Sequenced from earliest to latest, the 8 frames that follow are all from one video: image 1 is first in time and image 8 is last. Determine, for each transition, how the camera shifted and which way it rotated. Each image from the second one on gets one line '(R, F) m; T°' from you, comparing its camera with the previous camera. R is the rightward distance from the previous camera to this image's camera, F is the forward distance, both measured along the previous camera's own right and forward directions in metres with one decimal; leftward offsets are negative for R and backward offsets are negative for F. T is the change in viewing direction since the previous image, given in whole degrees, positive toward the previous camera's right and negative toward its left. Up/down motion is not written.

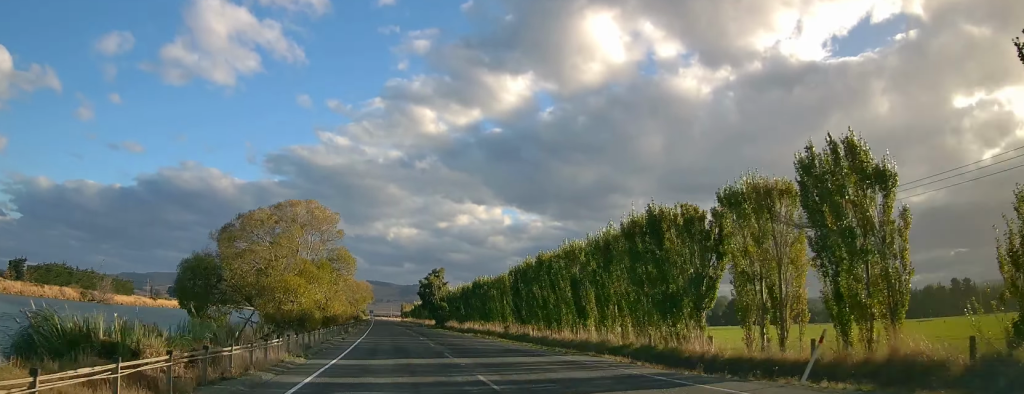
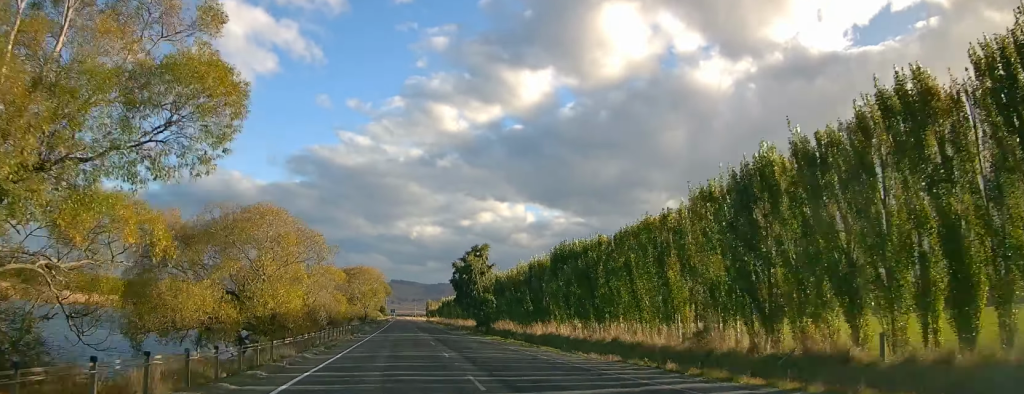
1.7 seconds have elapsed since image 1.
(-1.6, +40.0) m; -2°
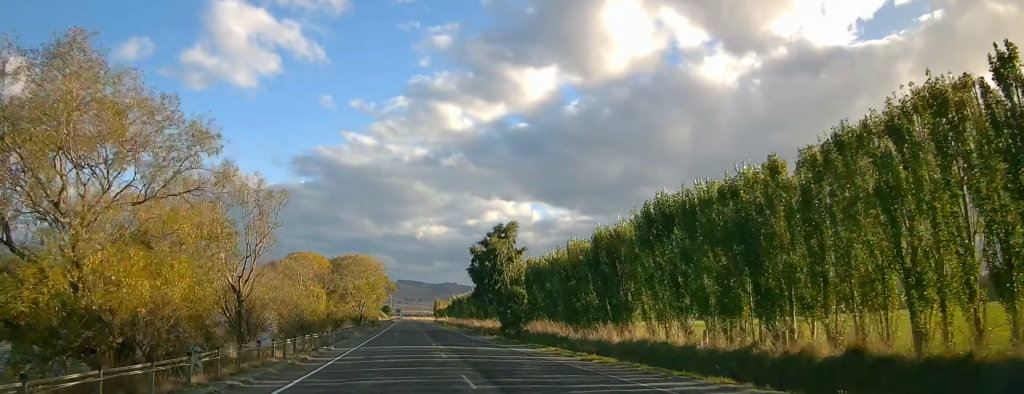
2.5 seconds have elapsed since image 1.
(0.0, +19.8) m; 0°
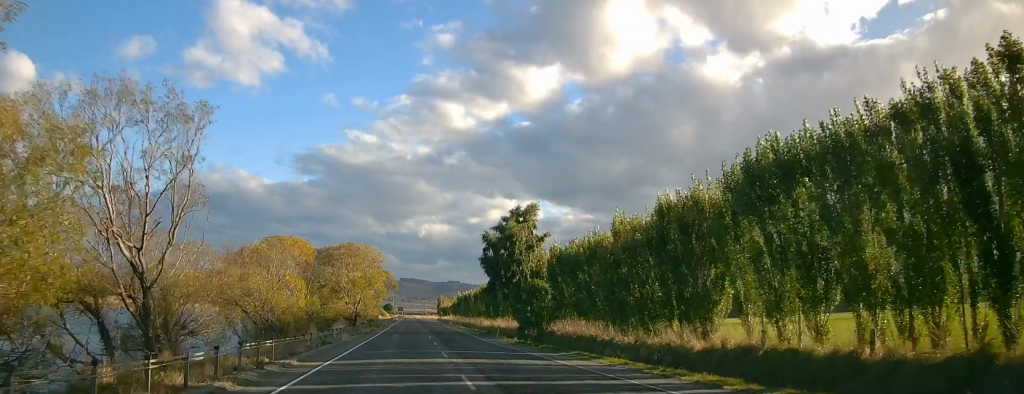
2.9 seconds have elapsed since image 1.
(-0.1, +10.3) m; 0°
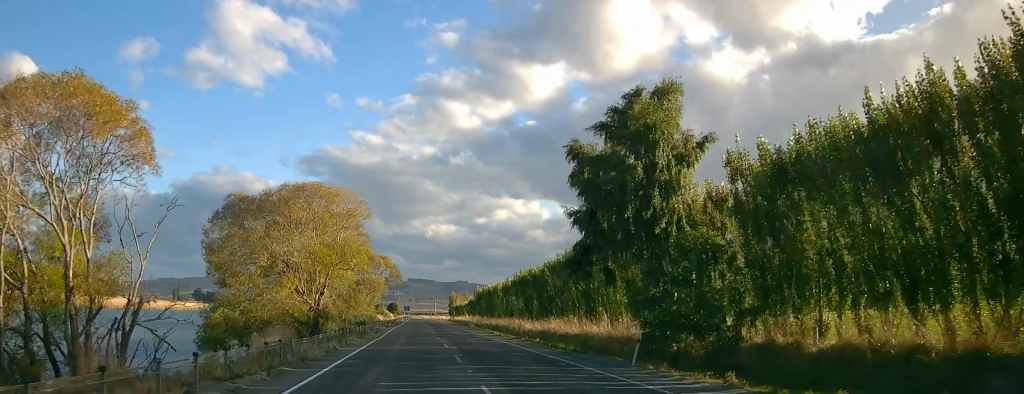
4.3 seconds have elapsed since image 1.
(0.0, +32.1) m; 0°
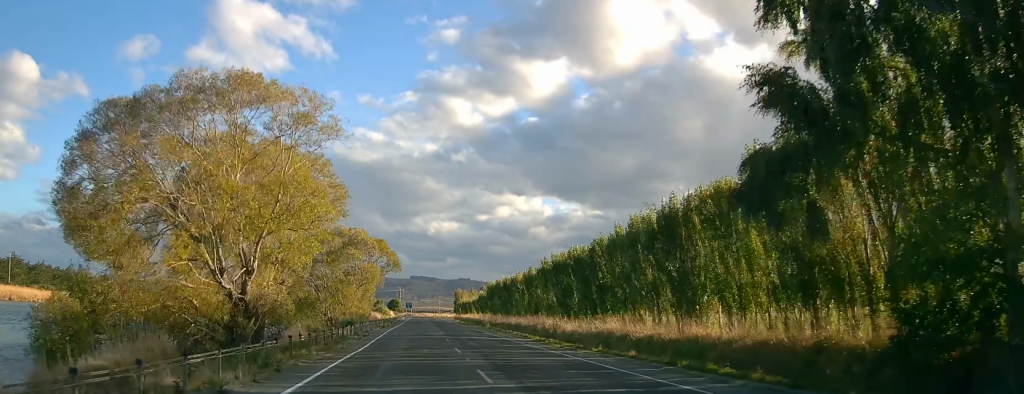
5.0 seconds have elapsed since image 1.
(+0.3, +17.1) m; -2°
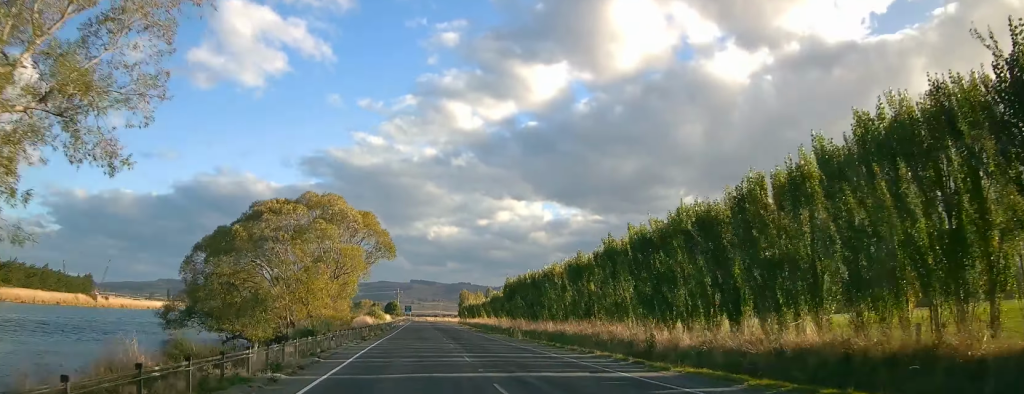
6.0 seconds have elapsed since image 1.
(-1.2, +22.3) m; 0°
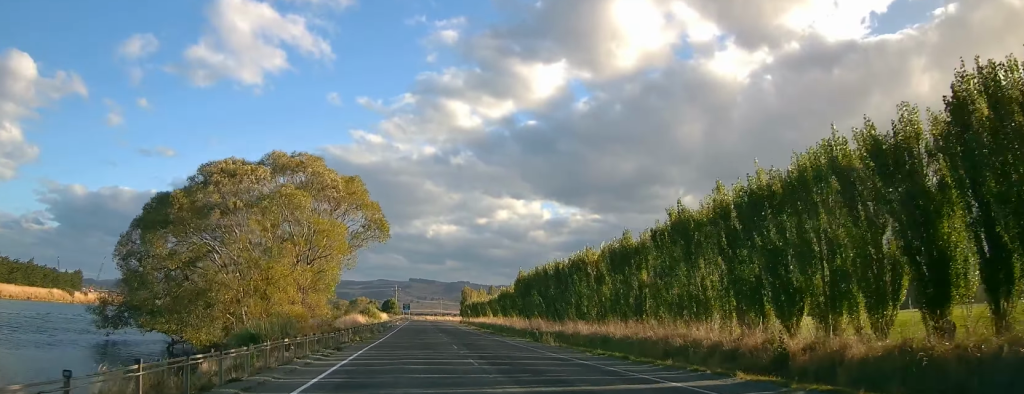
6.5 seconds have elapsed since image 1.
(+0.5, +12.3) m; 0°
